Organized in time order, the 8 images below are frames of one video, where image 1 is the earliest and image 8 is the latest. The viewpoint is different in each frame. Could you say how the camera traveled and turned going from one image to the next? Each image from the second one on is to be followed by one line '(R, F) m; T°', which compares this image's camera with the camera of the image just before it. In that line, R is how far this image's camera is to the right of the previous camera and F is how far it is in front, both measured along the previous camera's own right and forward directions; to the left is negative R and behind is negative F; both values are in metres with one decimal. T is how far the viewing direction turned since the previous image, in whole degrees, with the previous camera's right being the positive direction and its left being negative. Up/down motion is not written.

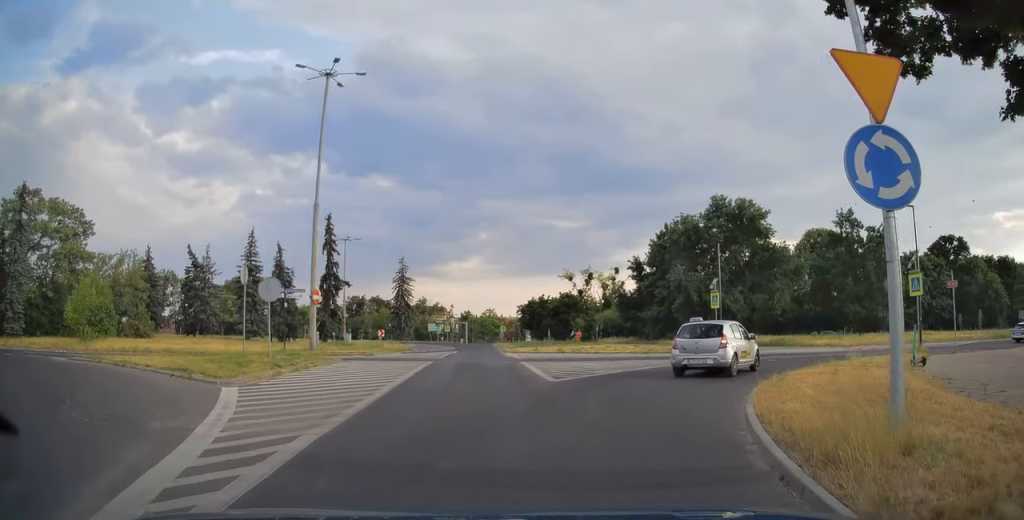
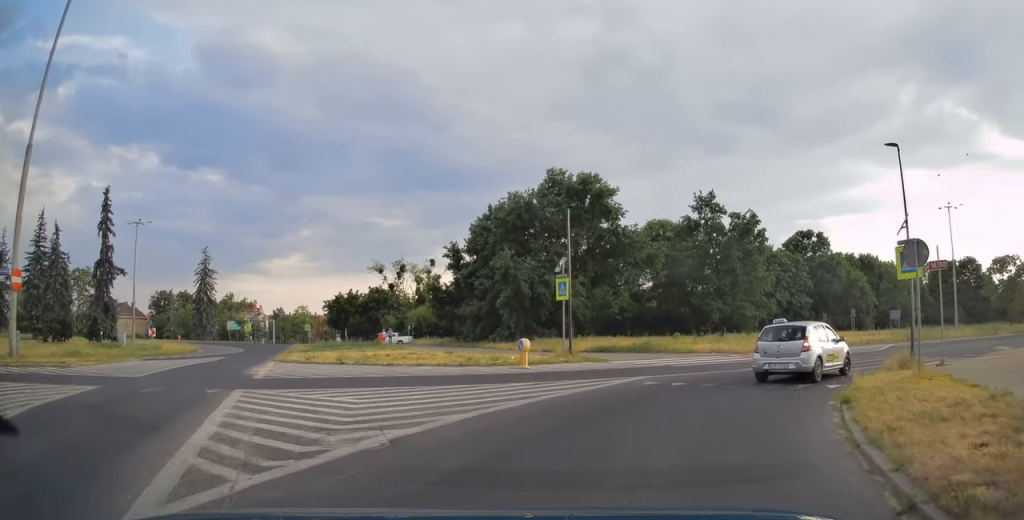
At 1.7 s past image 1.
(+1.8, +10.7) m; +19°
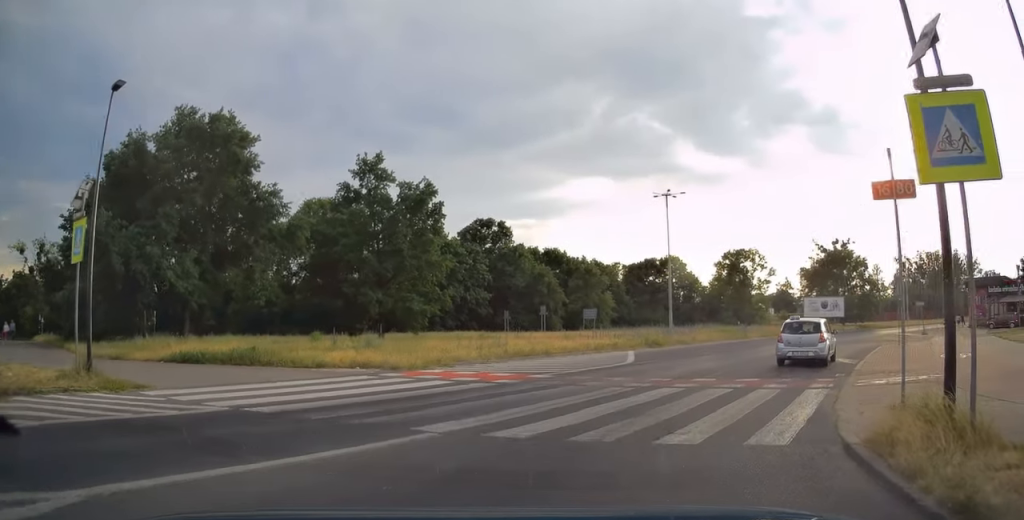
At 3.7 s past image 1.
(+2.6, +12.3) m; +29°
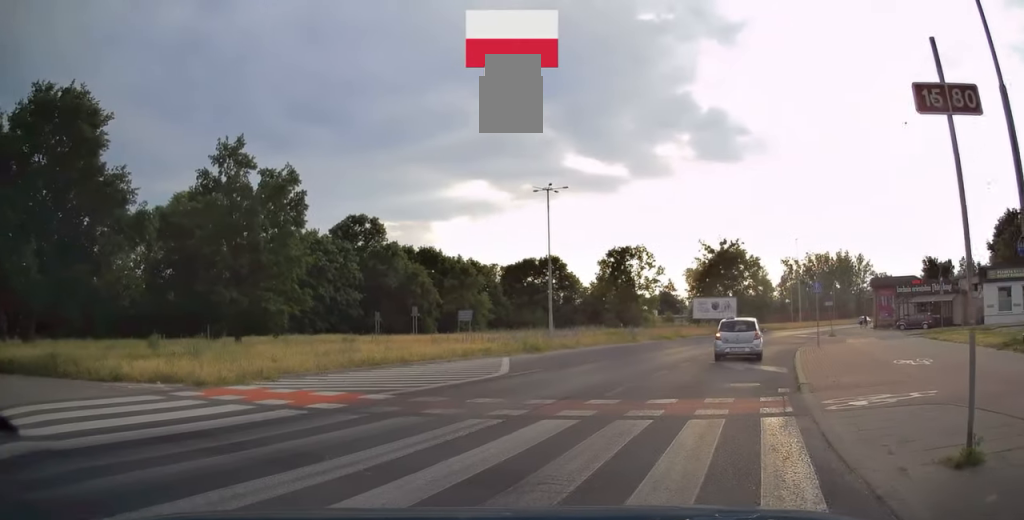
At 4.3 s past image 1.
(+0.2, +4.0) m; +12°
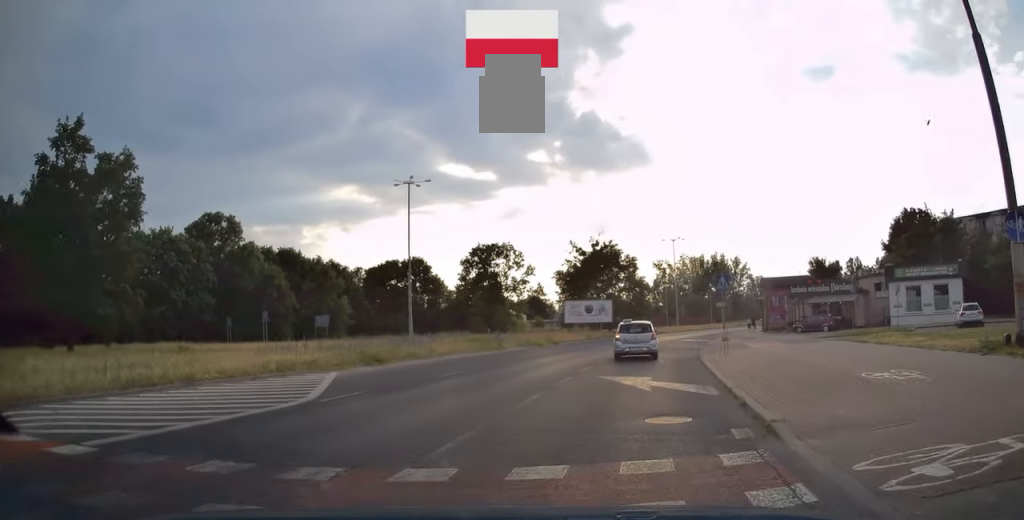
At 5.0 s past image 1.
(+0.7, +4.9) m; +11°
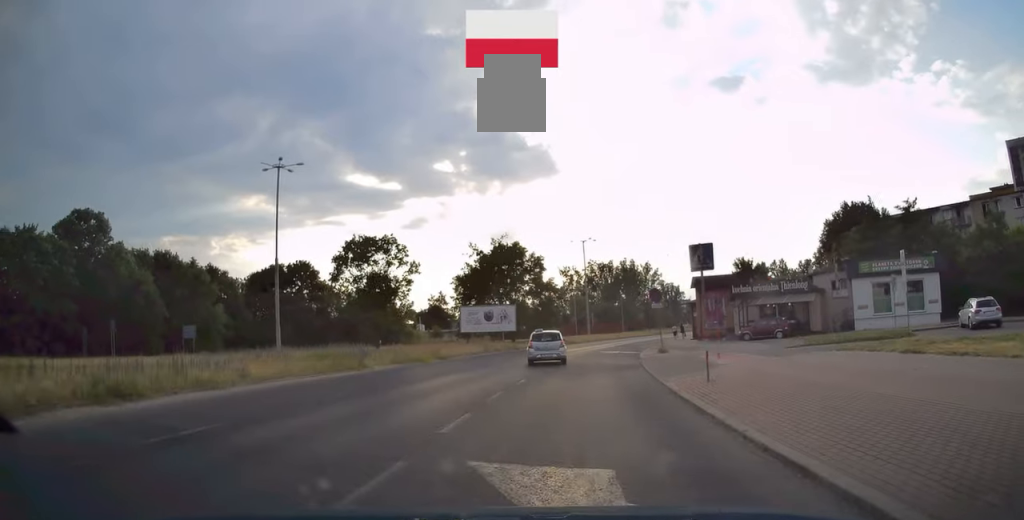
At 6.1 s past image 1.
(+1.1, +9.3) m; +11°
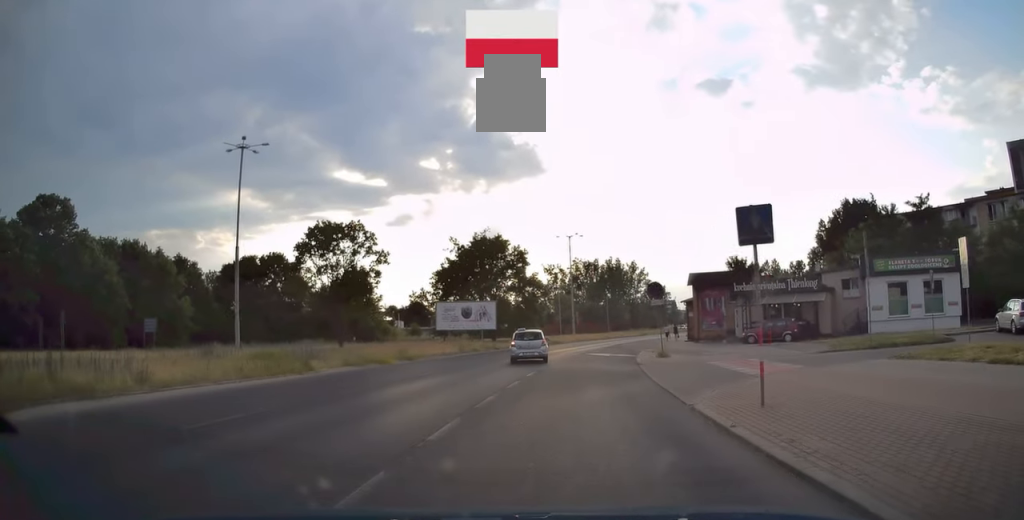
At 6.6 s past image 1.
(+0.1, +4.4) m; +1°
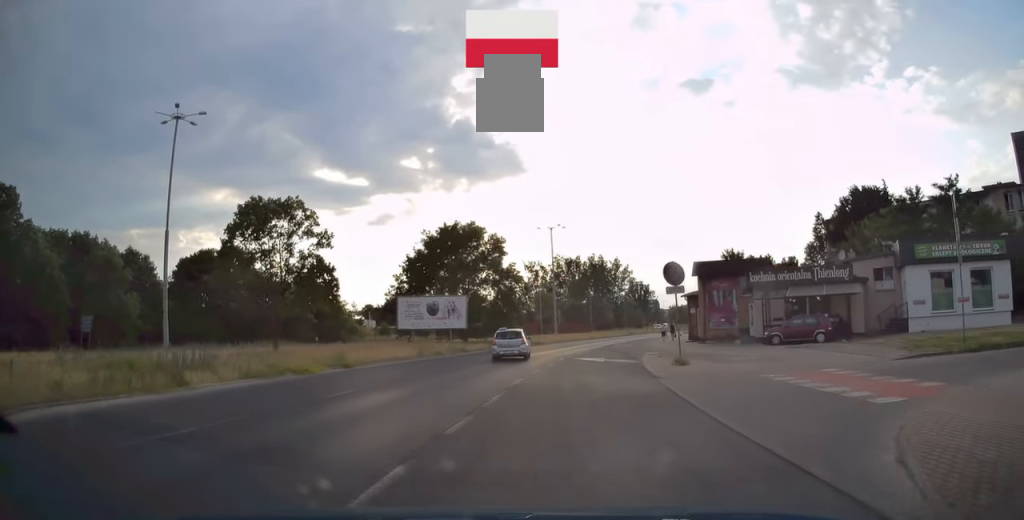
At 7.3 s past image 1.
(+0.1, +7.0) m; +2°
